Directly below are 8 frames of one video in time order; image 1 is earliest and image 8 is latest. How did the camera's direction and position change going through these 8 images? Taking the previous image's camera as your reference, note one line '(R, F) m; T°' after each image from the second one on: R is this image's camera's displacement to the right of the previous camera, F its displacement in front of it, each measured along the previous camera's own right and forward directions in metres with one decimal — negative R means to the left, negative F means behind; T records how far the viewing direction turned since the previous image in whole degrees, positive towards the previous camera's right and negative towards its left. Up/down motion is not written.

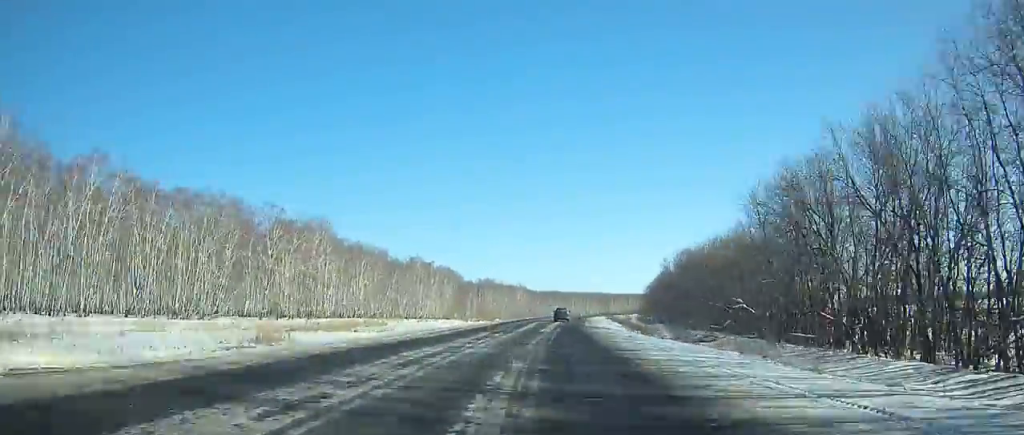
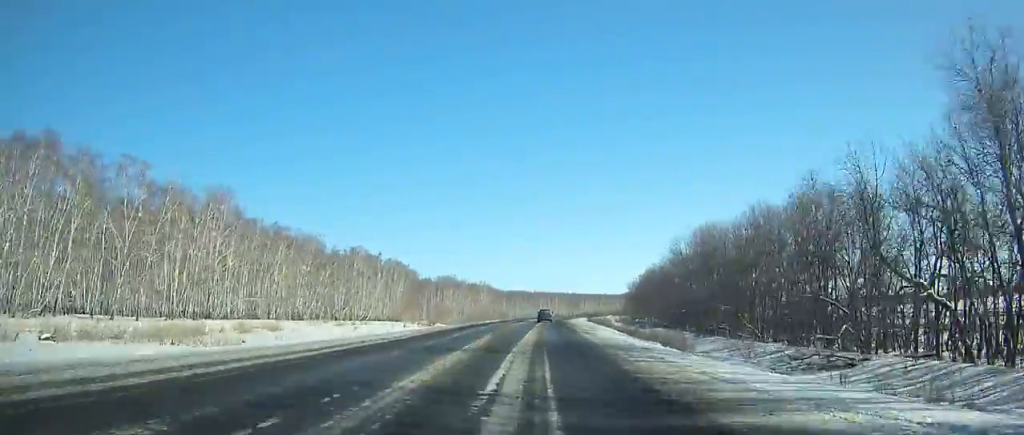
(+1.5, +29.2) m; +3°
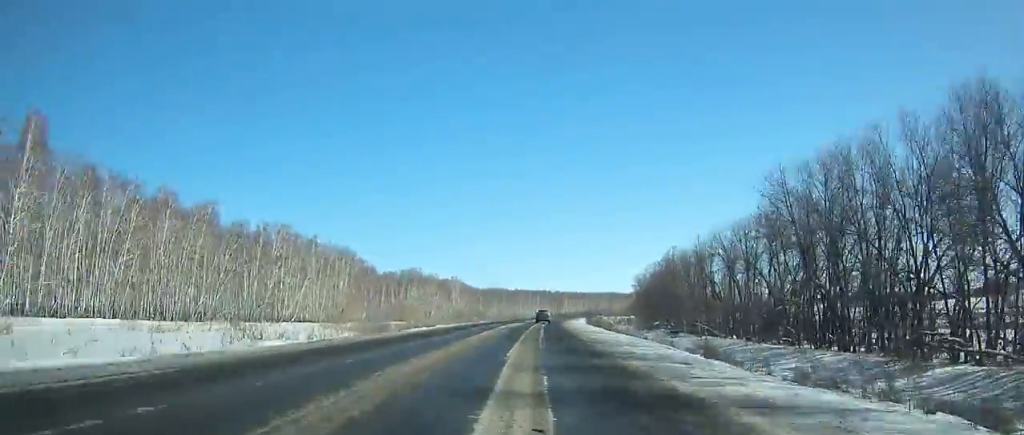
(+1.6, +37.7) m; +3°
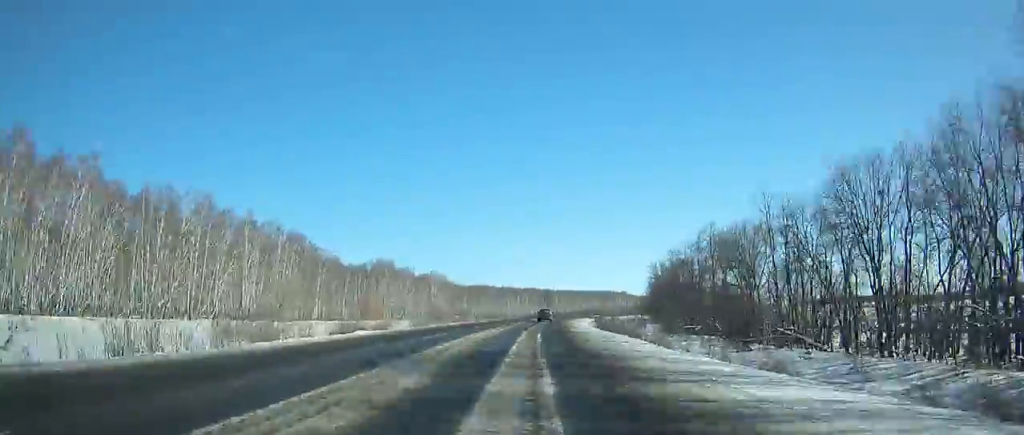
(+0.6, +27.6) m; +2°
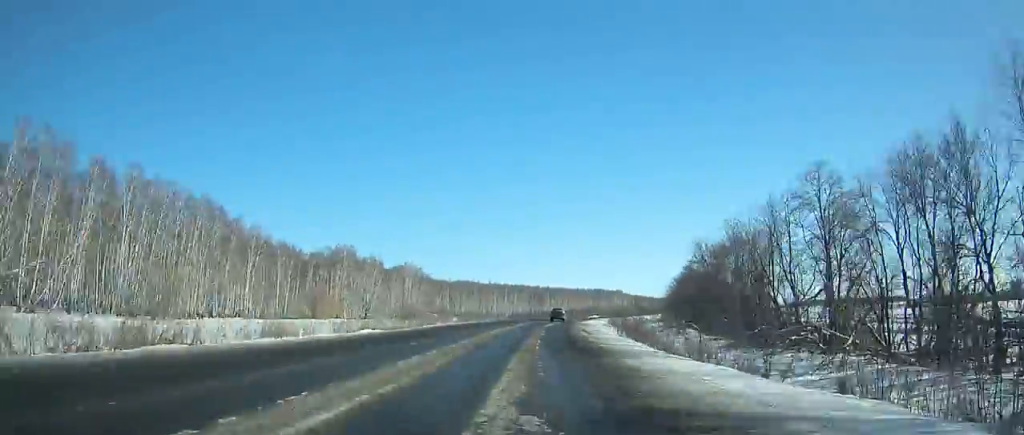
(+0.1, +31.9) m; +2°
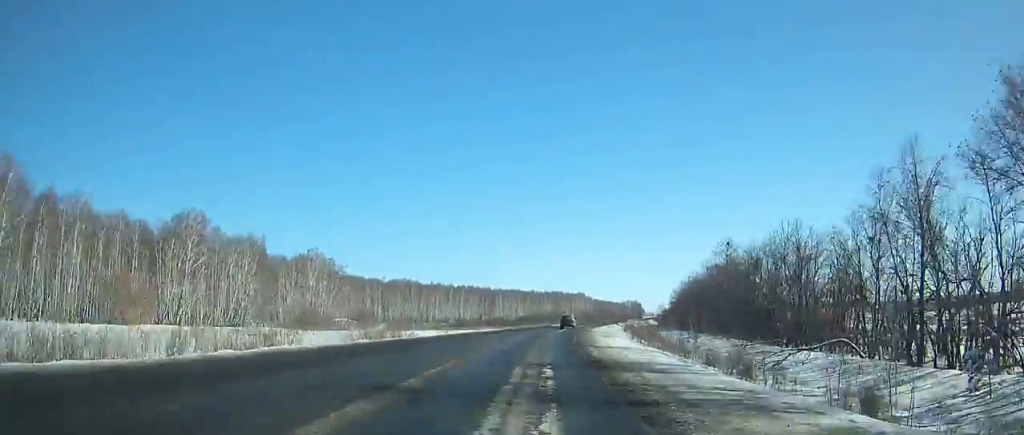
(+1.6, +53.8) m; +4°
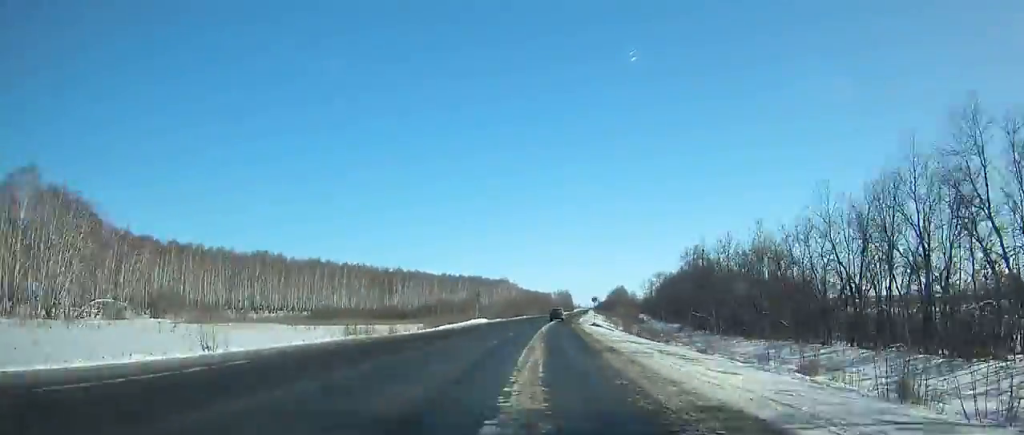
(+4.7, +77.9) m; +7°
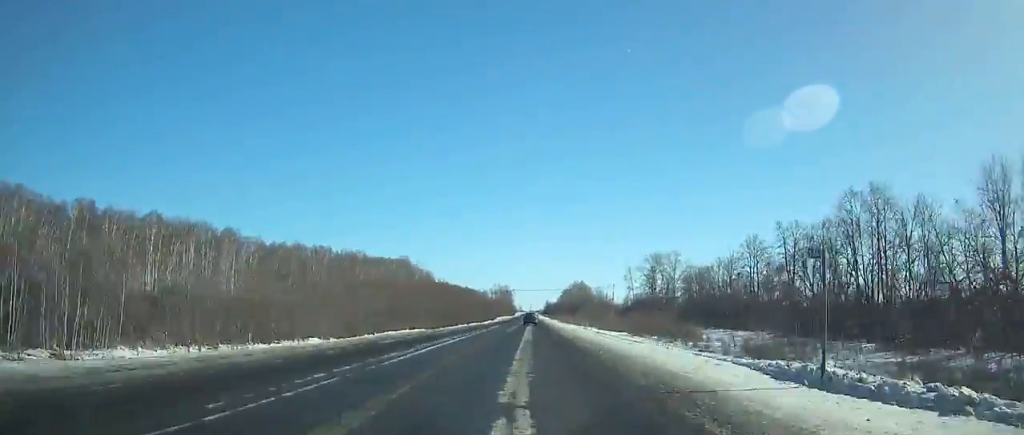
(+8.9, +131.7) m; +6°
